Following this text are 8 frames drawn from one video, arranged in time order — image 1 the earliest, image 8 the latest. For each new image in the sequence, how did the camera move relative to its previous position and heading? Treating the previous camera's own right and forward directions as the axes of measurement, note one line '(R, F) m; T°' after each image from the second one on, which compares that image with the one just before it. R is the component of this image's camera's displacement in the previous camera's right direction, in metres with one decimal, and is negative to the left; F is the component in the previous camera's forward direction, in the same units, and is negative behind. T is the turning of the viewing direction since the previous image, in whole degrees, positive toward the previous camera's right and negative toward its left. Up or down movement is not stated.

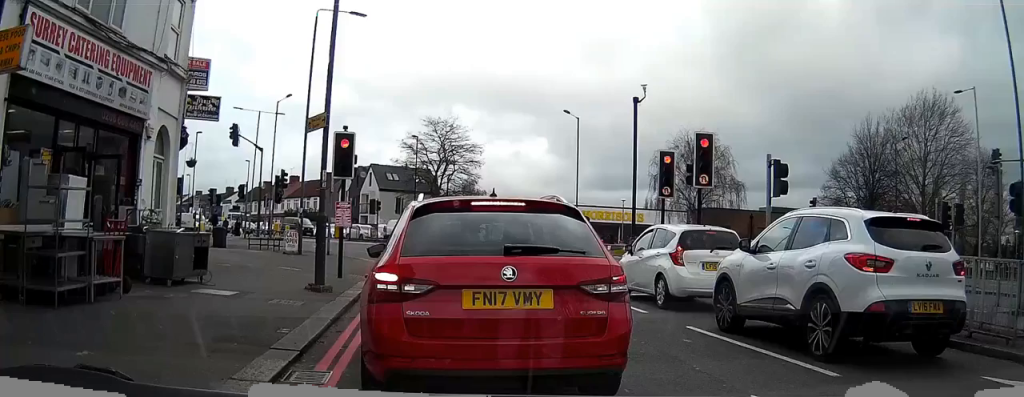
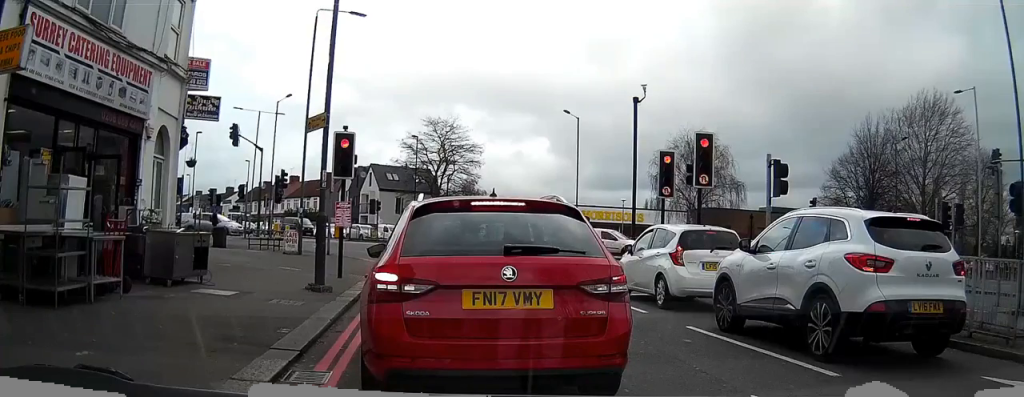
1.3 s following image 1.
(-0.2, +0.2) m; 0°
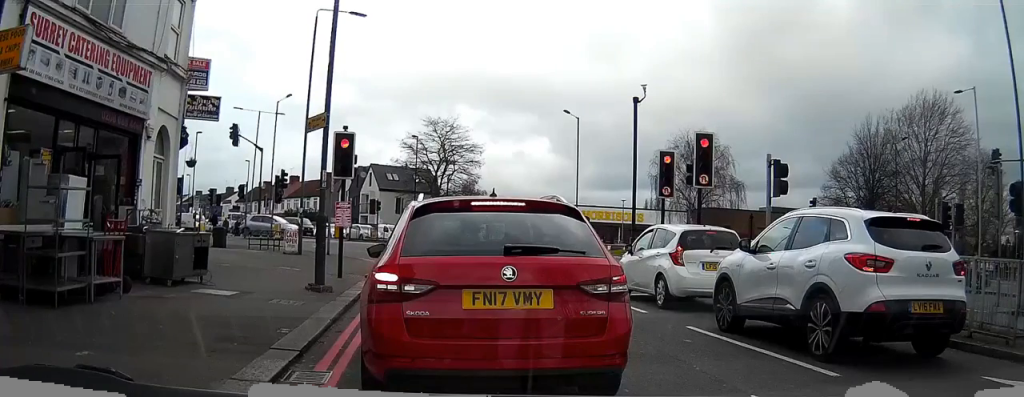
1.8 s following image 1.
(0.0, 0.0) m; 0°
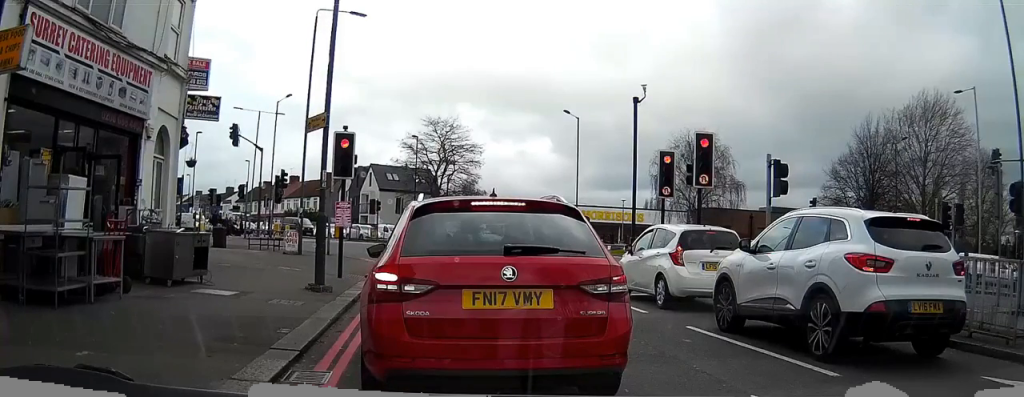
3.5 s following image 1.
(0.0, 0.0) m; 0°
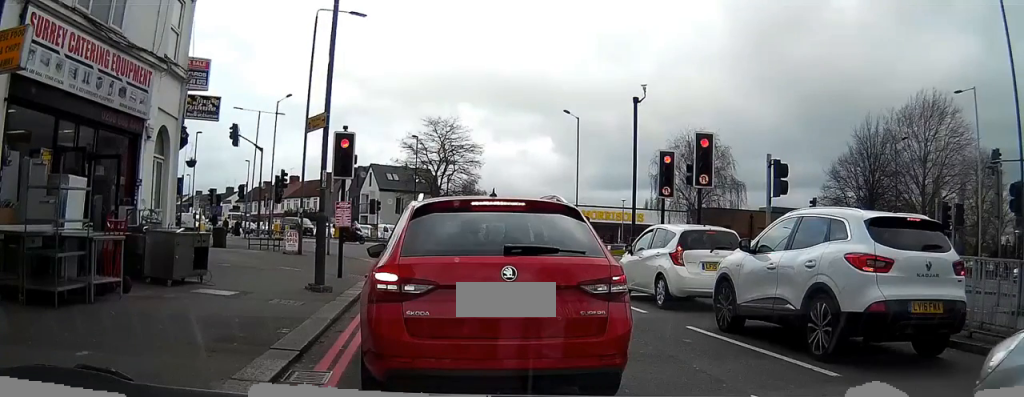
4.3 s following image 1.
(0.0, 0.0) m; 0°
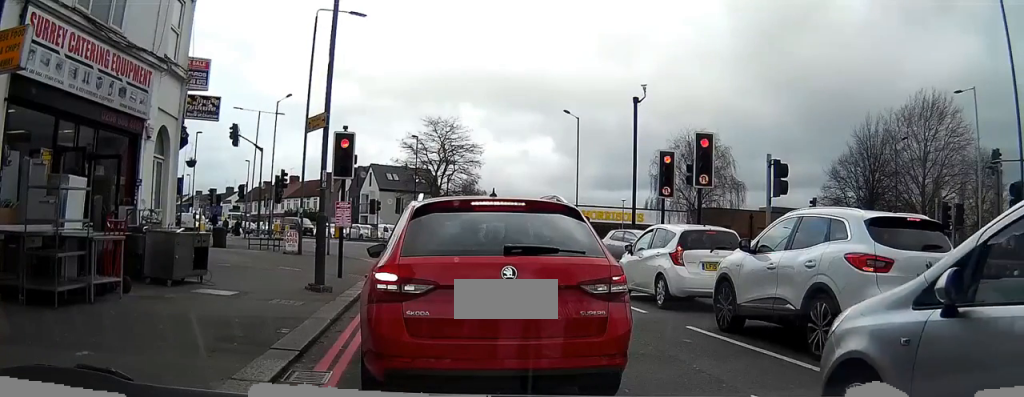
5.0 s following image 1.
(0.0, 0.0) m; 0°
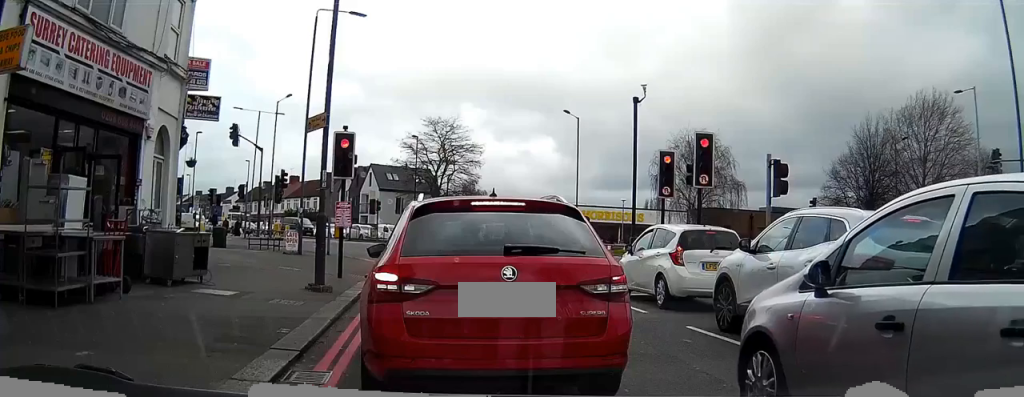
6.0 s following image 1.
(0.0, 0.0) m; 0°
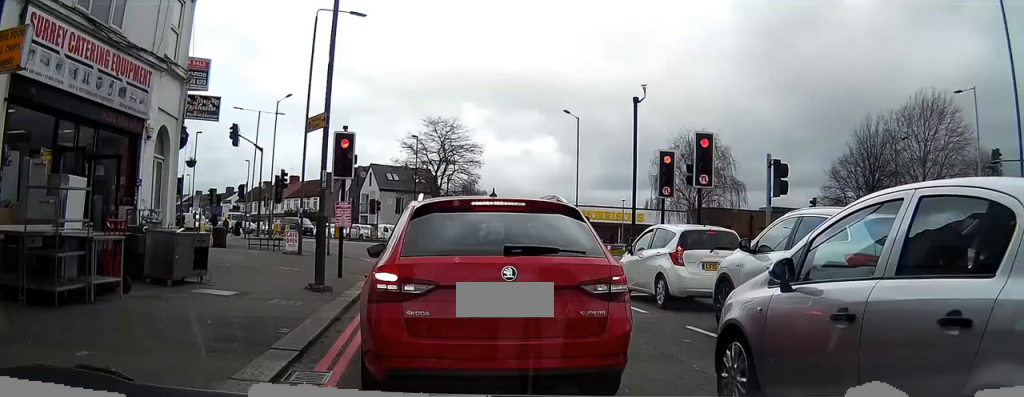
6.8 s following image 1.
(0.0, 0.0) m; 0°
